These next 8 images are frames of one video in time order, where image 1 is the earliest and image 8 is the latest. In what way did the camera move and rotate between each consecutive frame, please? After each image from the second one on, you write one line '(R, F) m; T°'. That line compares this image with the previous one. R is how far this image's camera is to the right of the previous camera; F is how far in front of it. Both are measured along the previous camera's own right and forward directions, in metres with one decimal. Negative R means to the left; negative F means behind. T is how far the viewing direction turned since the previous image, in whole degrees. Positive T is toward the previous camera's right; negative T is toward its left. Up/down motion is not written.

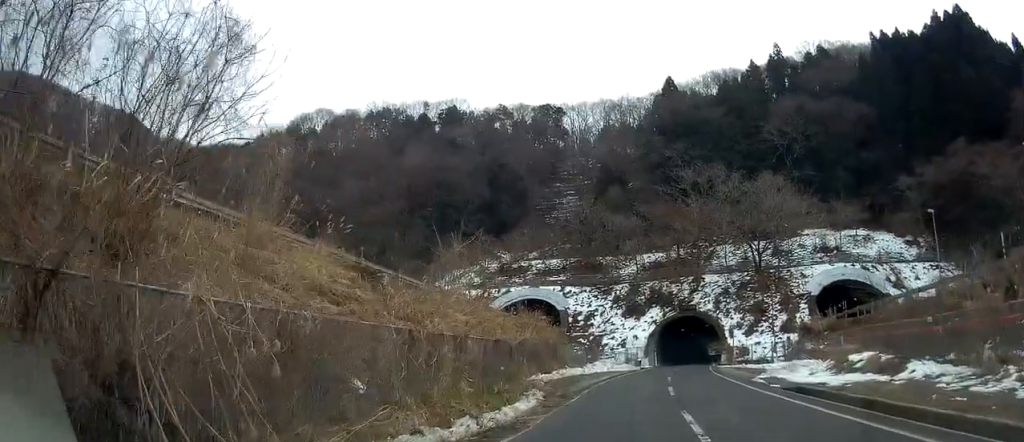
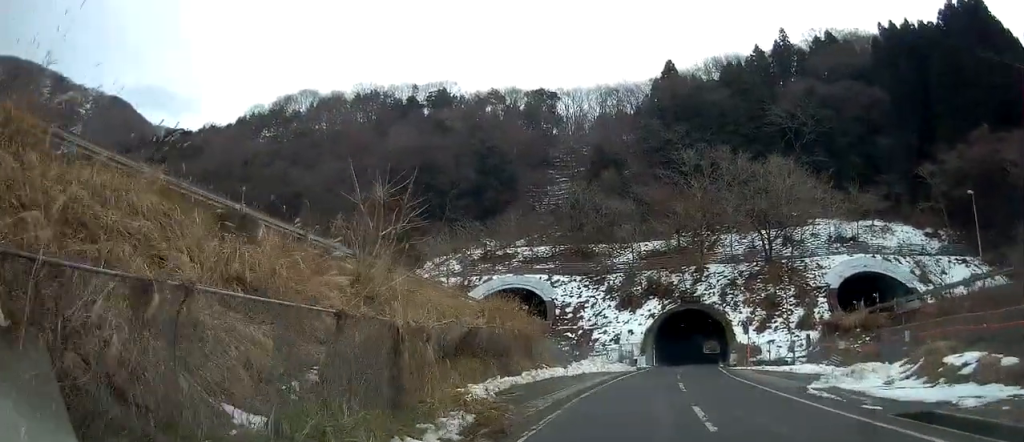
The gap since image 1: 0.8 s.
(+0.2, +8.5) m; +2°
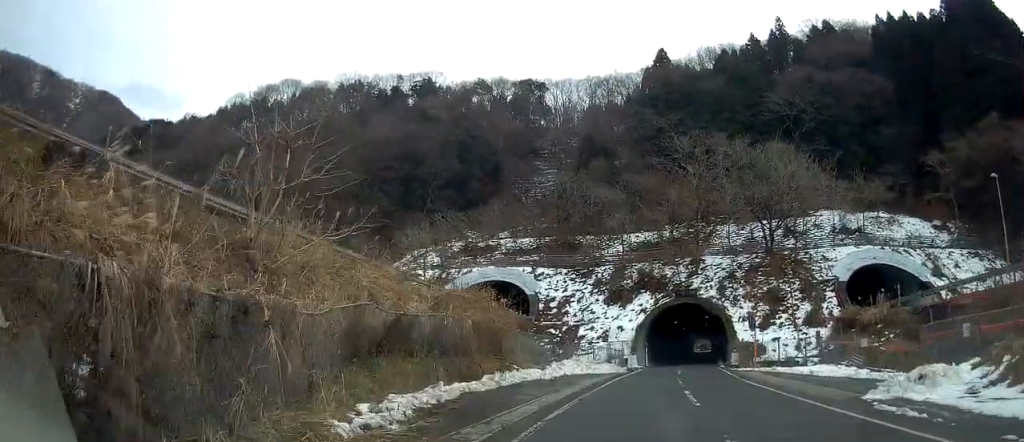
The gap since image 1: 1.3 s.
(0.0, +5.7) m; +1°
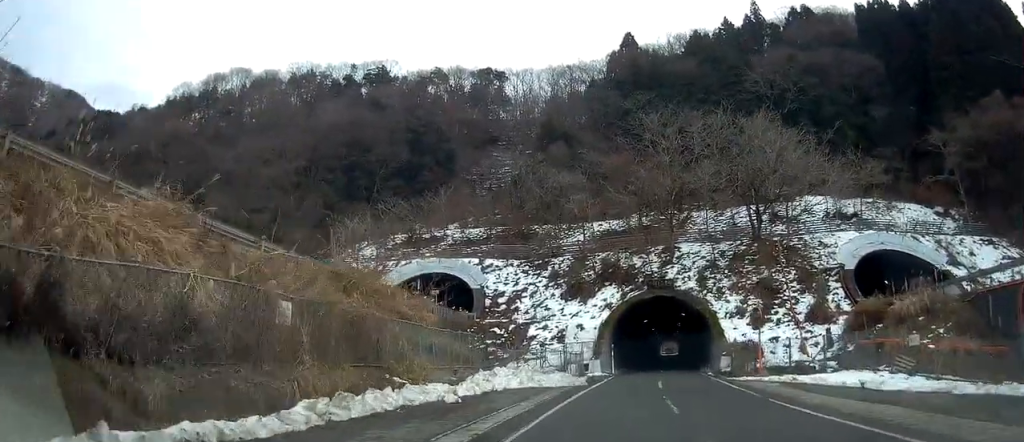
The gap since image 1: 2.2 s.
(+0.1, +10.3) m; +1°
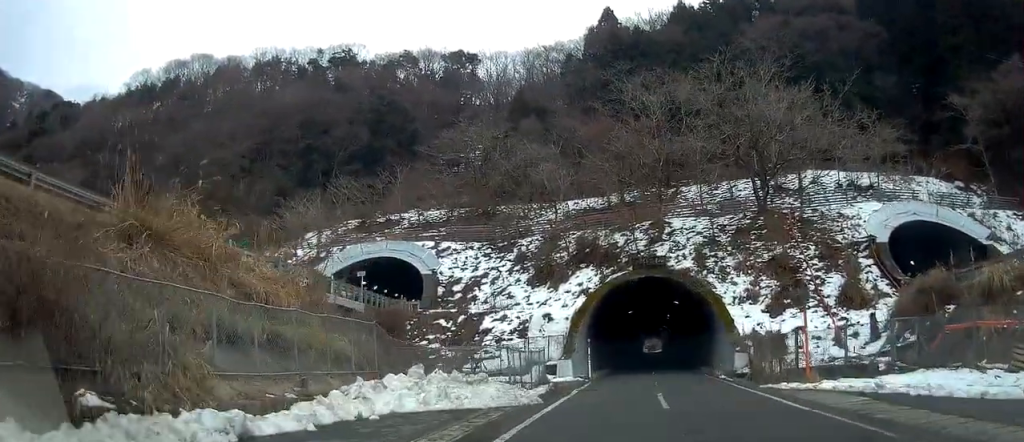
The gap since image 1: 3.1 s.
(+0.1, +9.8) m; +2°
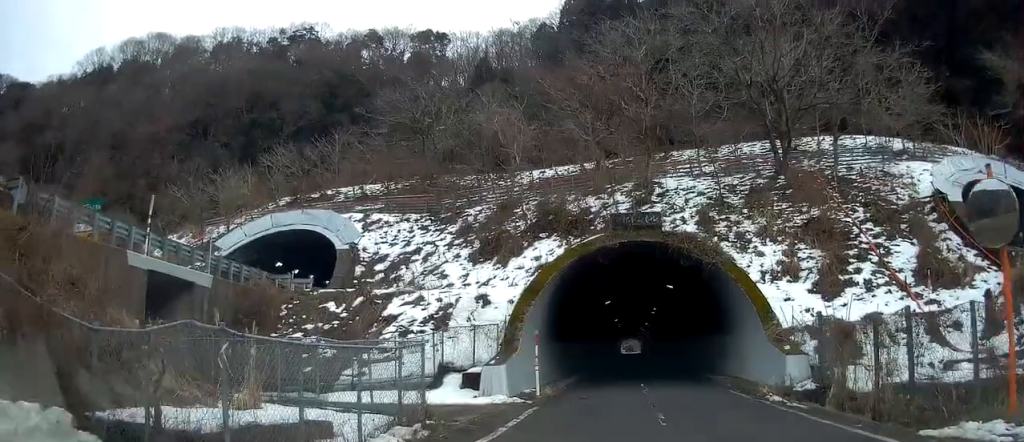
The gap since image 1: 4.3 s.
(+0.3, +12.2) m; +2°
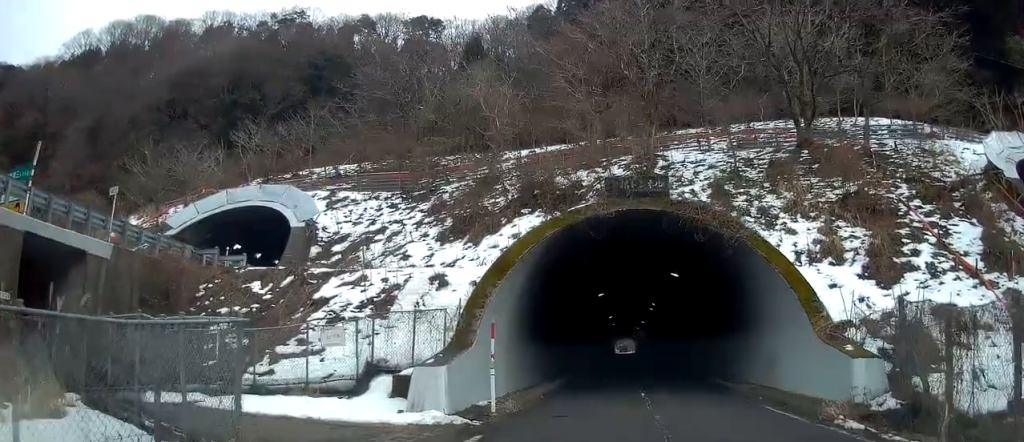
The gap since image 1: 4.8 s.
(0.0, +5.3) m; 0°
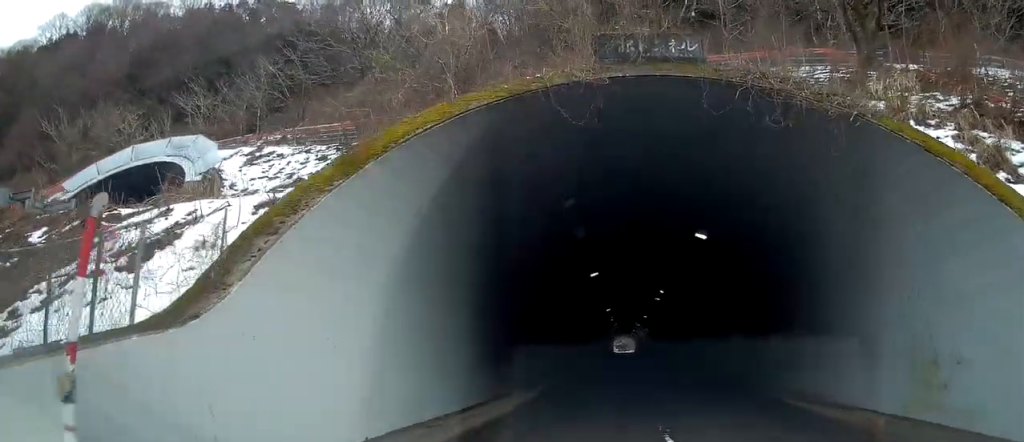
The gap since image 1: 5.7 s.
(0.0, +9.7) m; 0°
